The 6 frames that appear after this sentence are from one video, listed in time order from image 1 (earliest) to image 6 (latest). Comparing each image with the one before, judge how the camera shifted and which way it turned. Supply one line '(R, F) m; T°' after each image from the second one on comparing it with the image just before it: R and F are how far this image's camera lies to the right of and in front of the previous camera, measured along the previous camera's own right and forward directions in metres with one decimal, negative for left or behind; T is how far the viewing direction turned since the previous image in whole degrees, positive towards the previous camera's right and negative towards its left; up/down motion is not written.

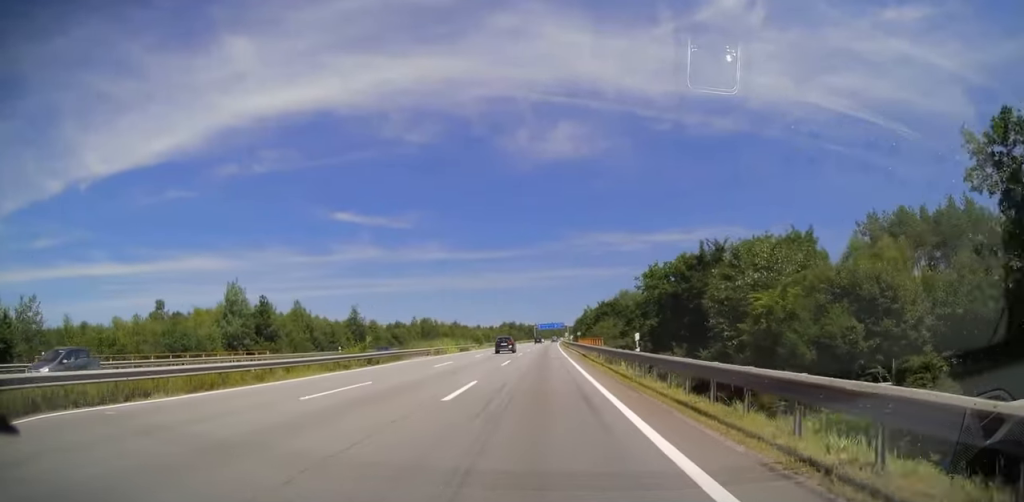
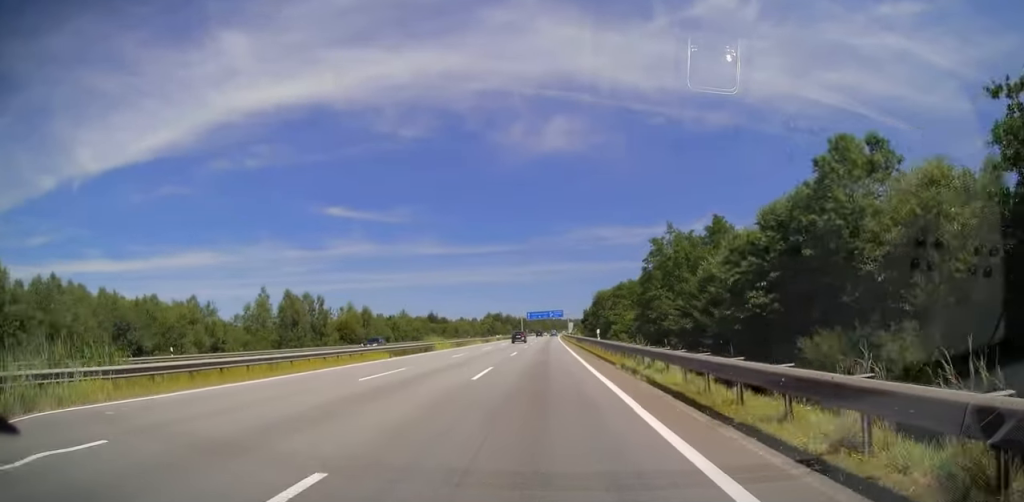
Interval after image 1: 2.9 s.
(+0.1, +86.2) m; 0°
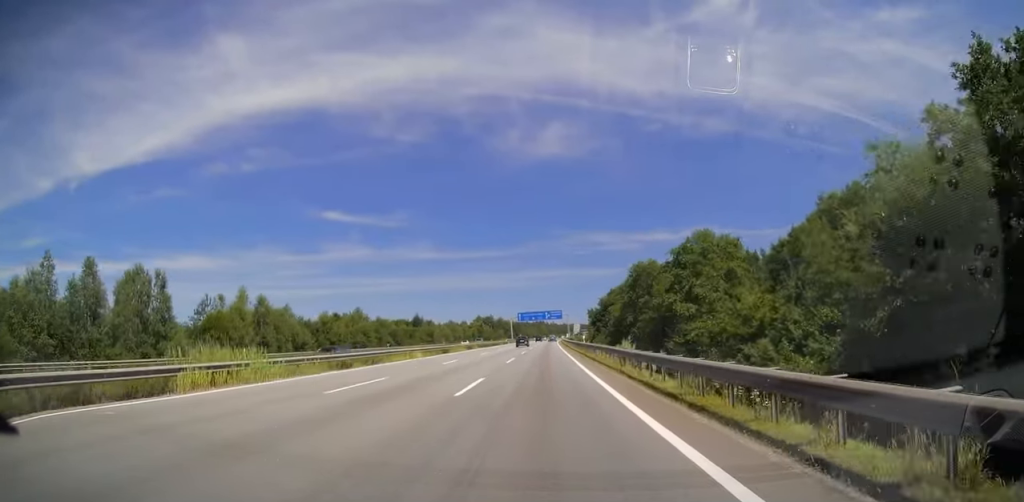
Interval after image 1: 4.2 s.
(+0.1, +39.3) m; 0°
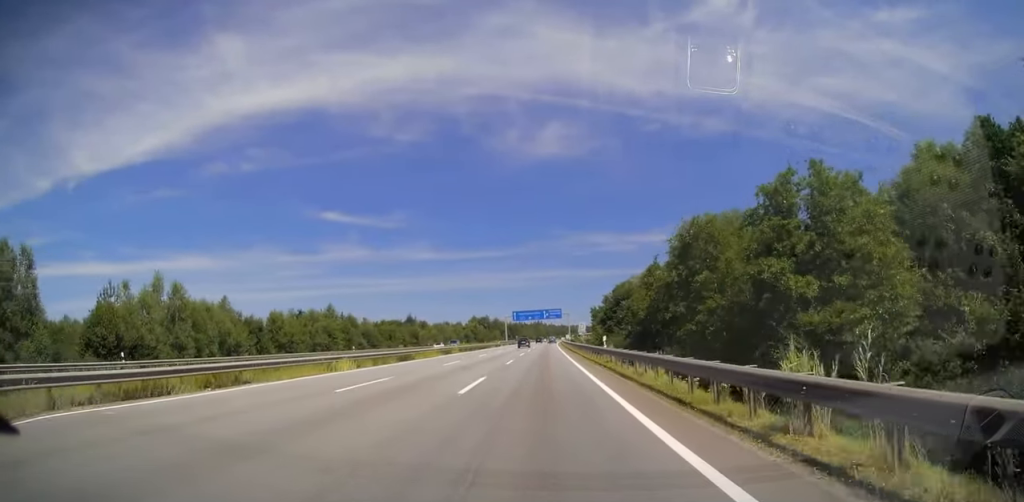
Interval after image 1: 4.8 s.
(-0.1, +17.2) m; 0°
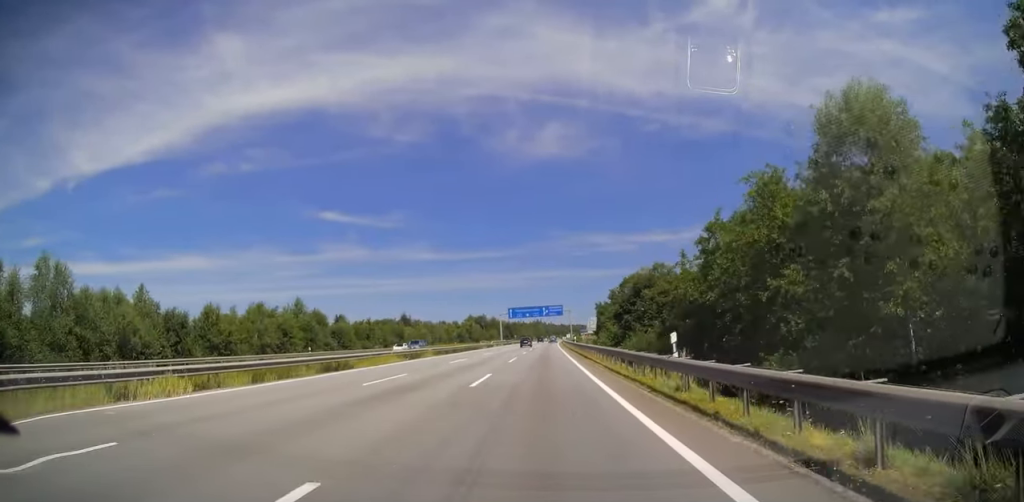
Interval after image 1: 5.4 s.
(+0.1, +15.7) m; 0°
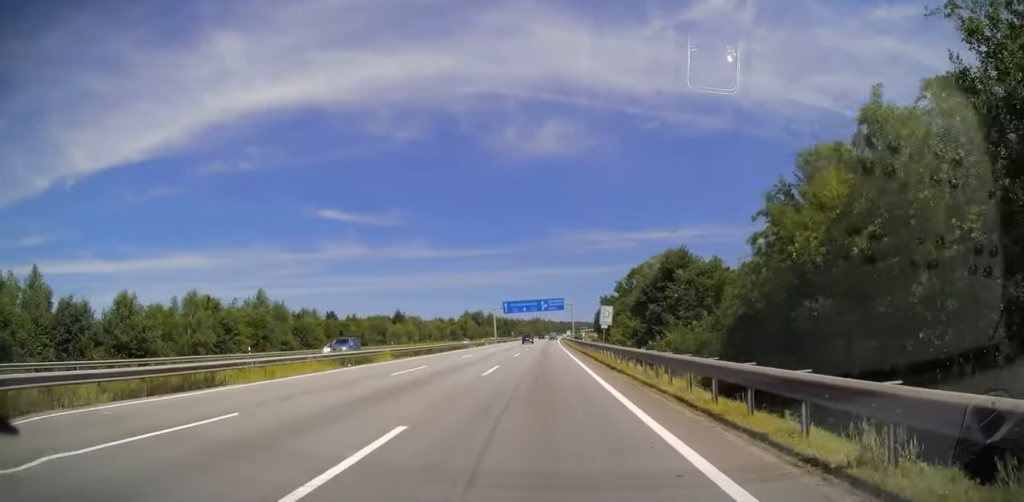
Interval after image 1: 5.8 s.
(+0.2, +14.2) m; 0°
